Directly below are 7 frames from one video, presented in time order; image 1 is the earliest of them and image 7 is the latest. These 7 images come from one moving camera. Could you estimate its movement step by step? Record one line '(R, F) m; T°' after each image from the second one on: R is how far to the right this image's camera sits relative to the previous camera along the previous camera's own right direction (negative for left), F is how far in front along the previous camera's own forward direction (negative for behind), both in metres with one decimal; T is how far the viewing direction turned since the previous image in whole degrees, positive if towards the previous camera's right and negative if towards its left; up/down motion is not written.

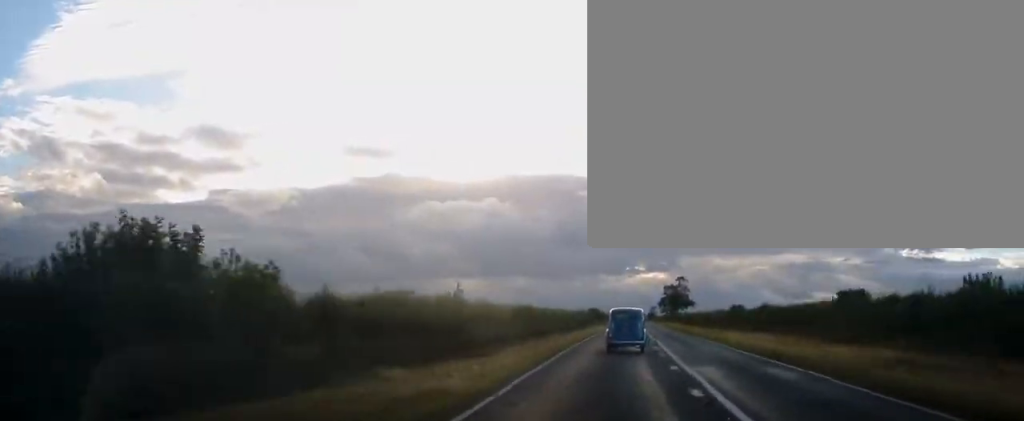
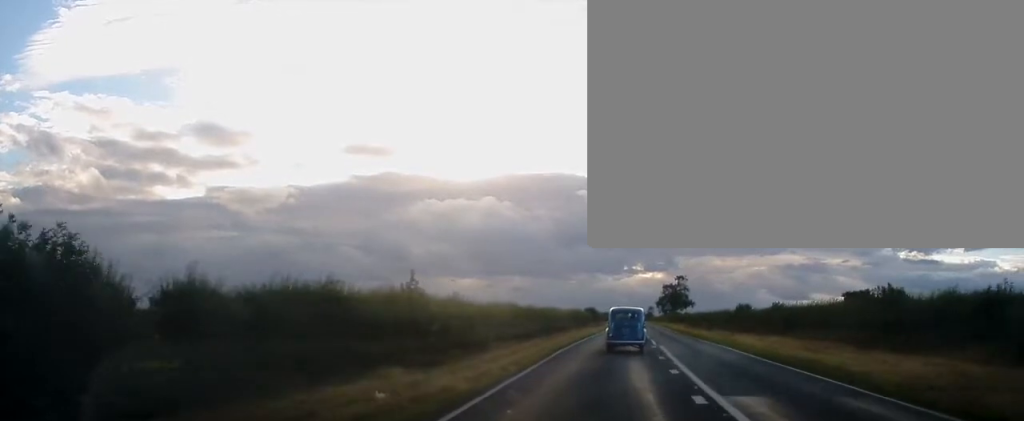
(-0.3, +7.5) m; 0°
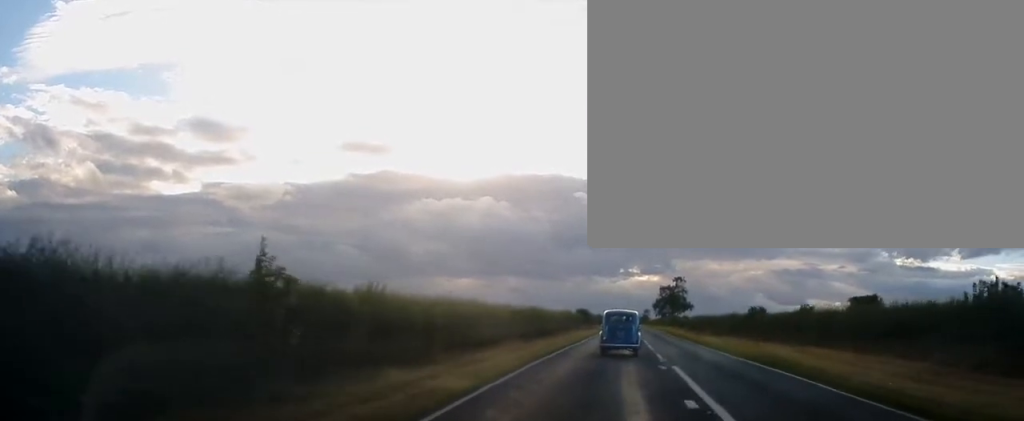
(+0.2, +12.5) m; +1°
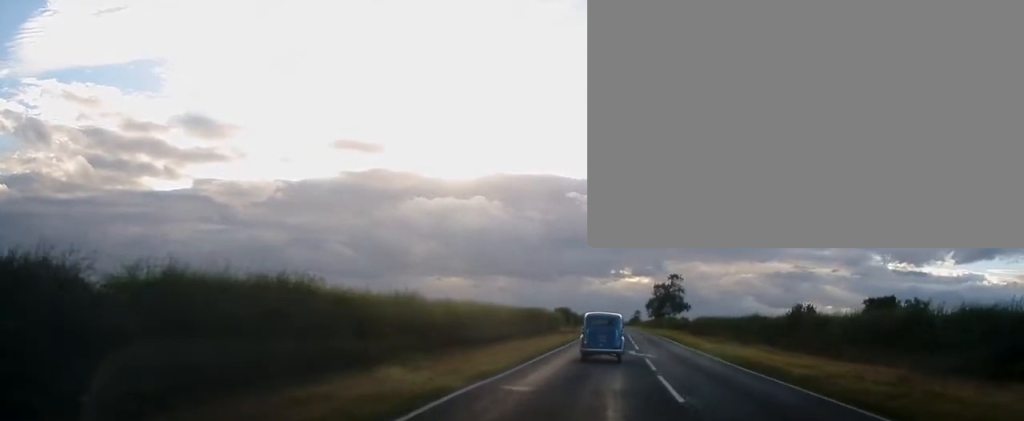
(+0.4, +23.6) m; +2°
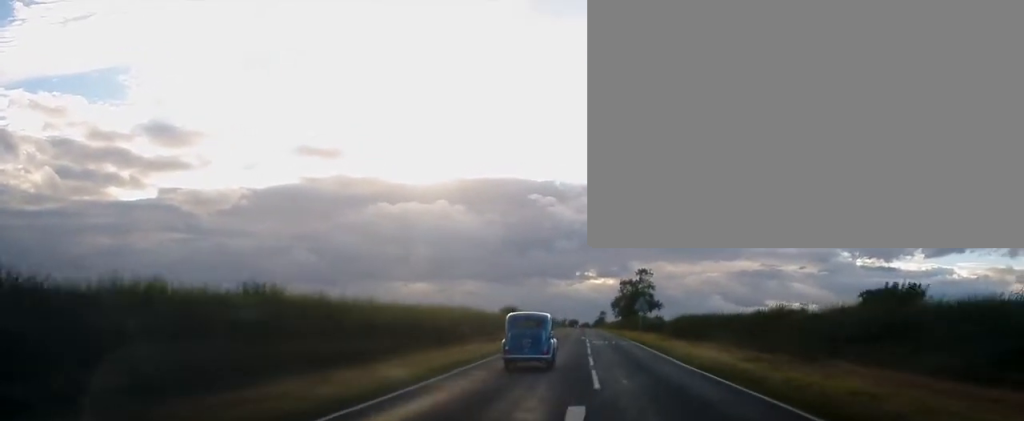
(+0.6, +25.2) m; +2°
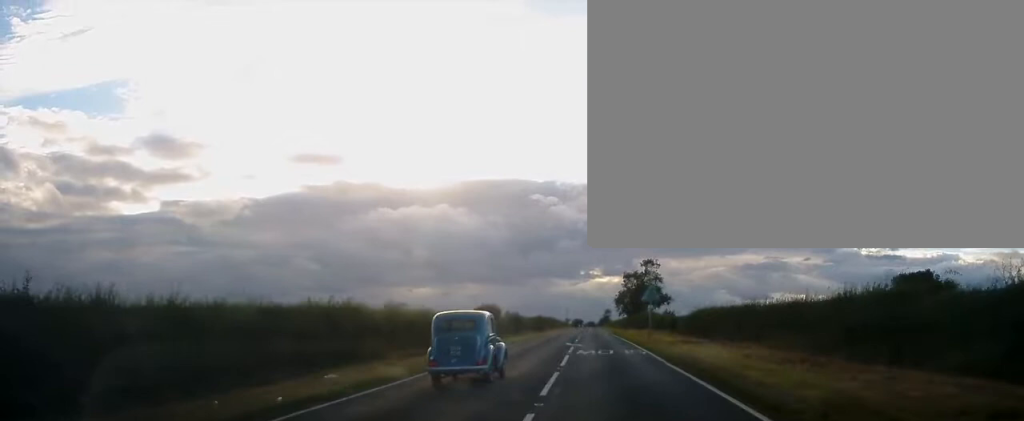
(0.0, +19.8) m; 0°
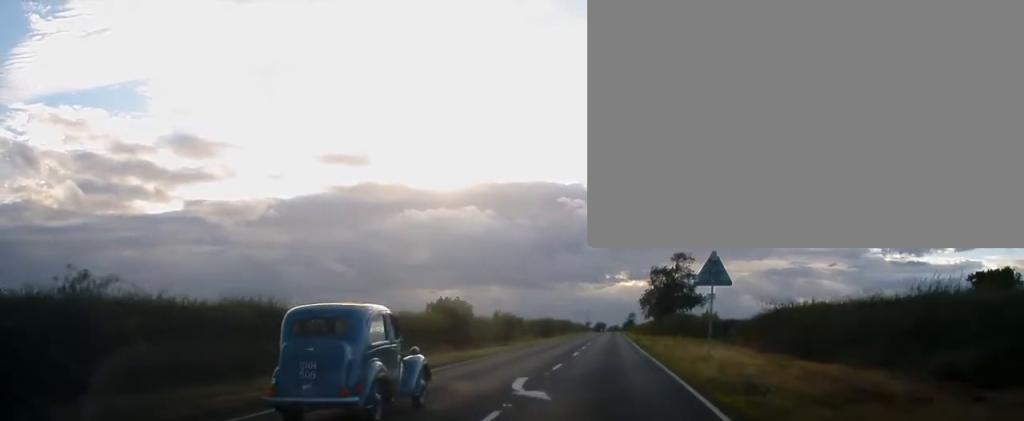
(-0.4, +27.6) m; -2°
